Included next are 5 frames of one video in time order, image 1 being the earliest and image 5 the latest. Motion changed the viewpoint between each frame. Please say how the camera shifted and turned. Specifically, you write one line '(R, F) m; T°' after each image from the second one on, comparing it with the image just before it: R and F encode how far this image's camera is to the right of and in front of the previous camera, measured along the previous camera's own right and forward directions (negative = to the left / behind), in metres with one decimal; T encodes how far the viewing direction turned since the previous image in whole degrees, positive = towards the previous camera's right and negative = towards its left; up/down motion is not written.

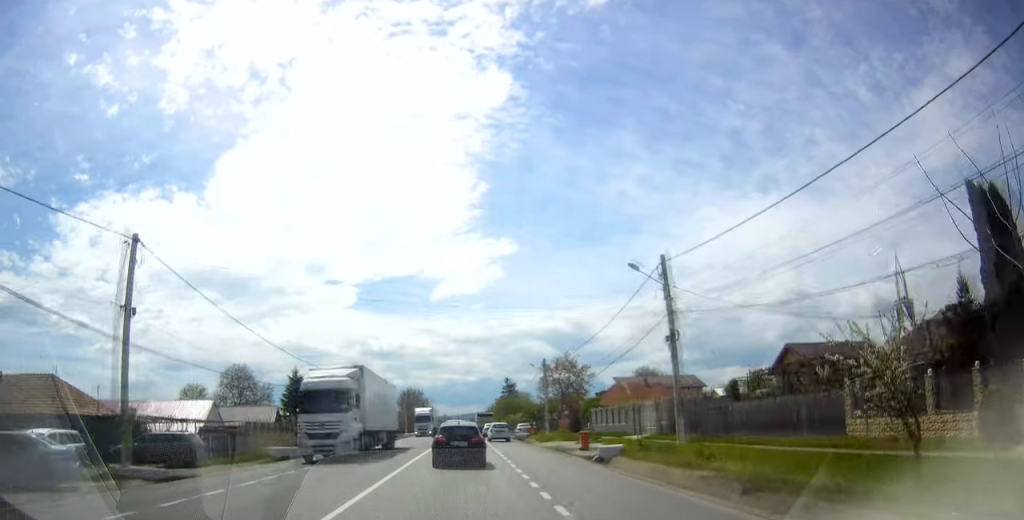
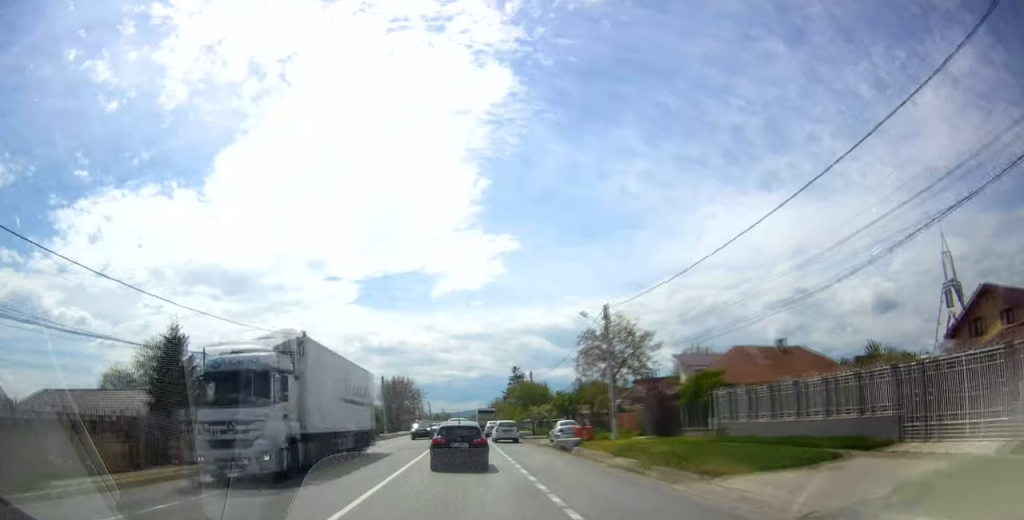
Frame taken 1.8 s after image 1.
(-0.2, +30.3) m; 0°
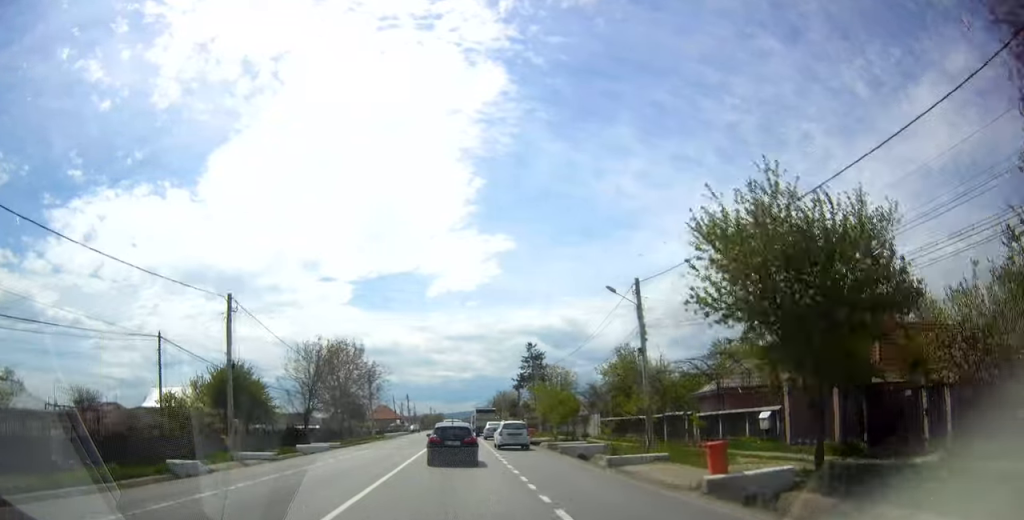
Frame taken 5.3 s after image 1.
(-0.2, +51.7) m; +1°
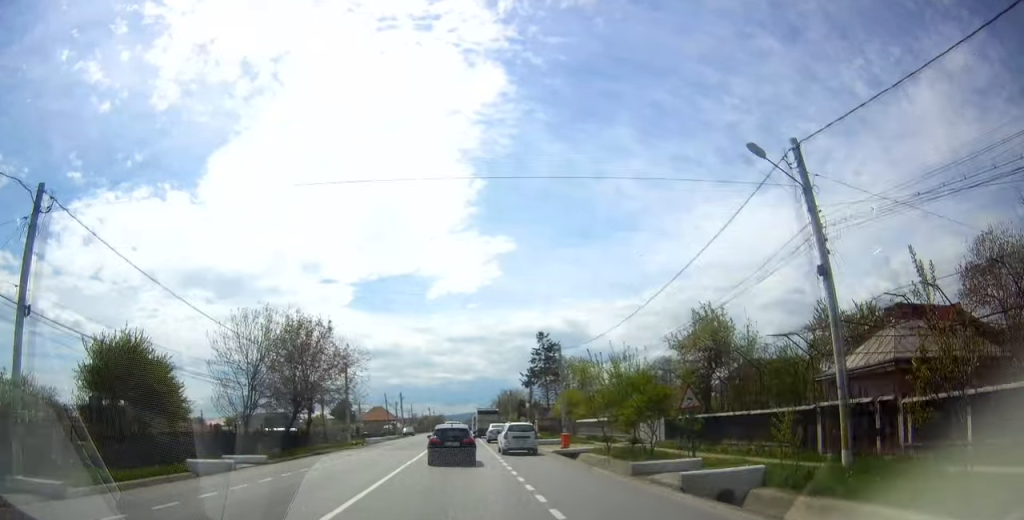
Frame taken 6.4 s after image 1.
(+0.6, +15.2) m; +1°
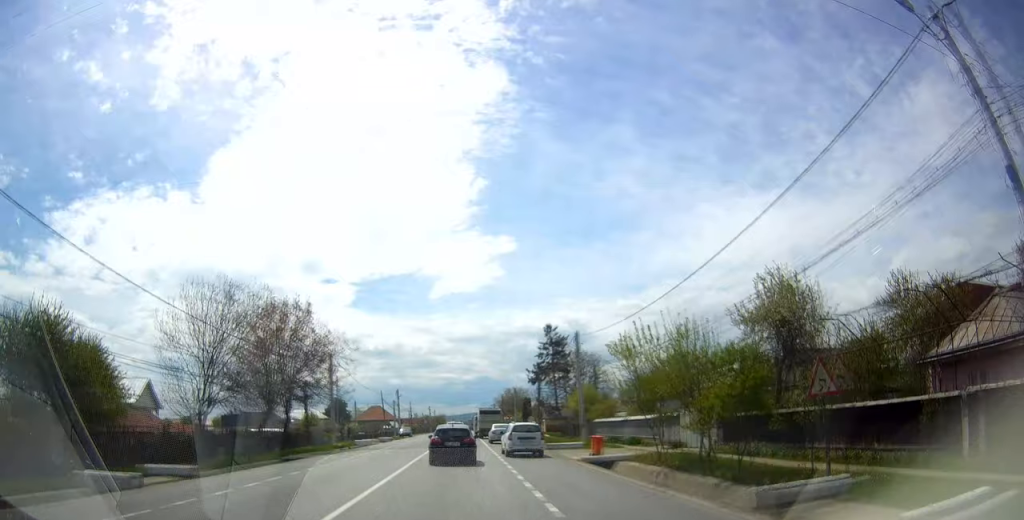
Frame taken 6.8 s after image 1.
(-0.2, +7.1) m; -1°
